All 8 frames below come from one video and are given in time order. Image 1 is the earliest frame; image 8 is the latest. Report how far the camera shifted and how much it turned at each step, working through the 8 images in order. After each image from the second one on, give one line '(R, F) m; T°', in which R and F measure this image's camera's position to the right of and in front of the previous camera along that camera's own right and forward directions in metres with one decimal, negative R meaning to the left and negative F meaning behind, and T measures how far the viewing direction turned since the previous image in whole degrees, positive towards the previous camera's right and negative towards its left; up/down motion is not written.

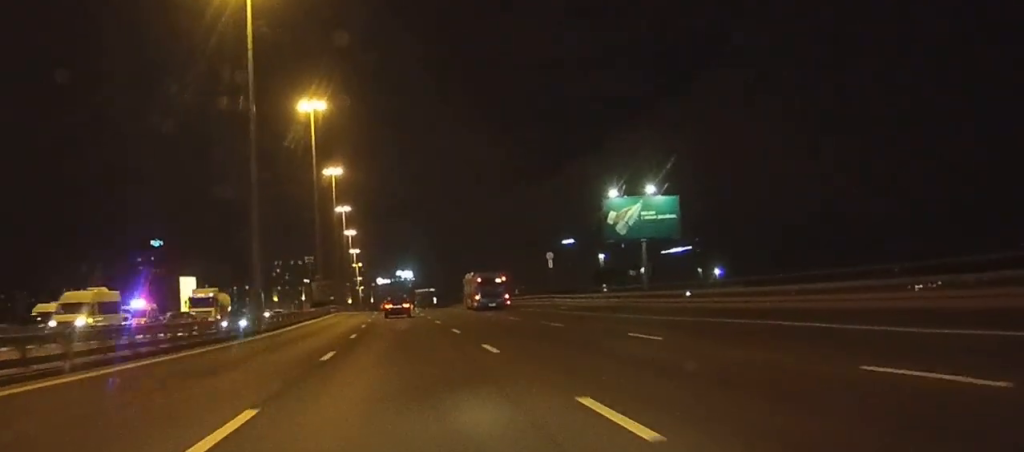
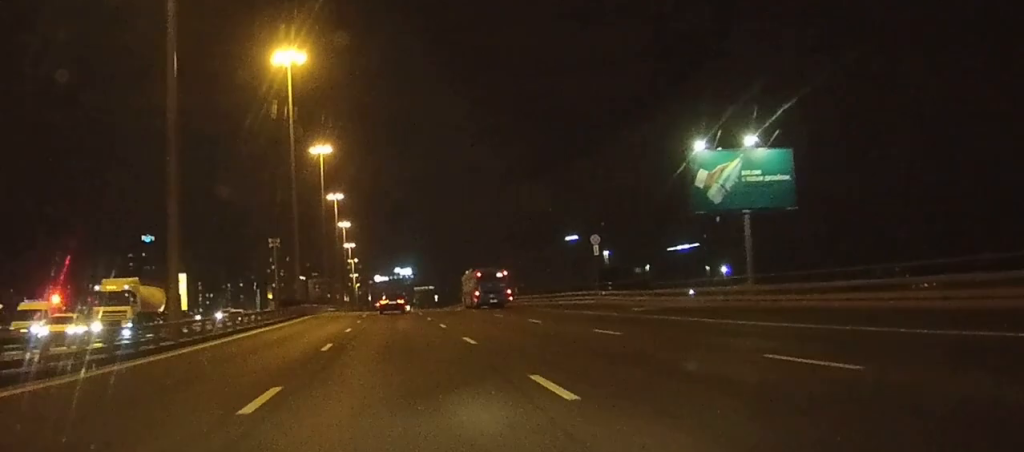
(0.0, +20.9) m; 0°
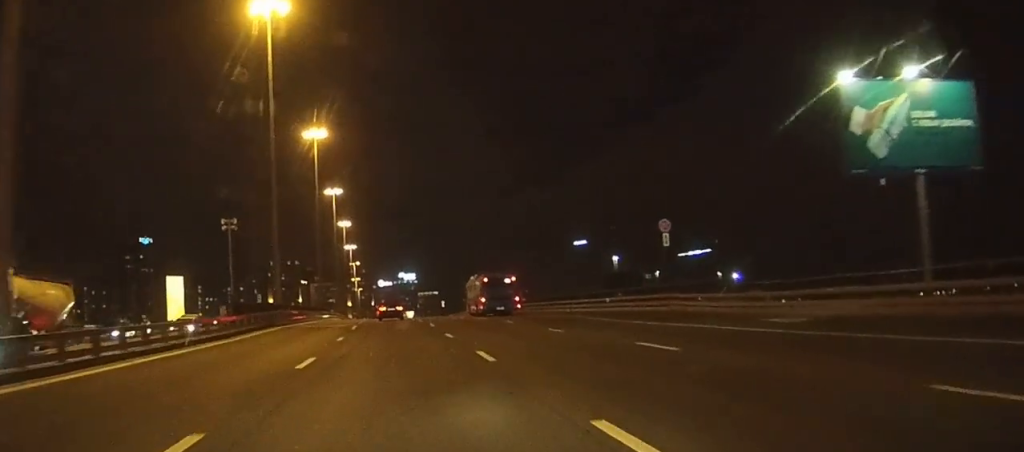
(0.0, +16.5) m; 0°
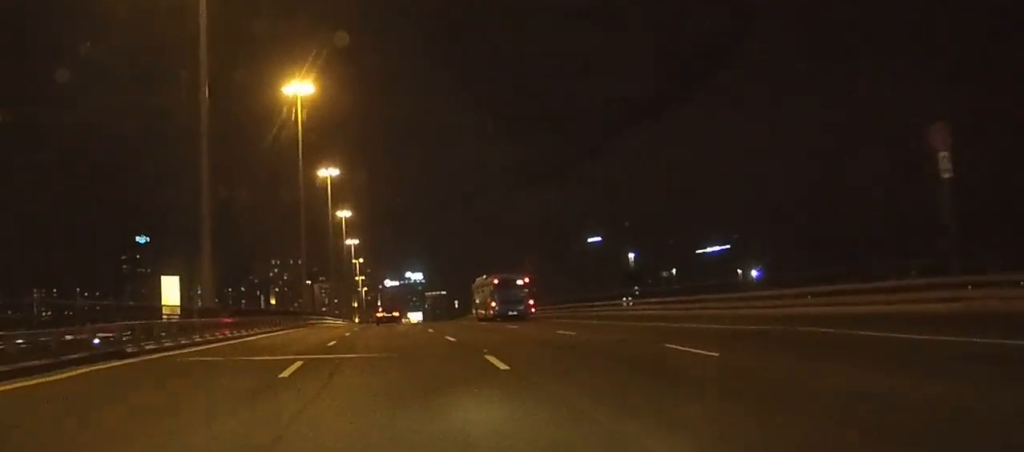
(0.0, +26.0) m; 0°
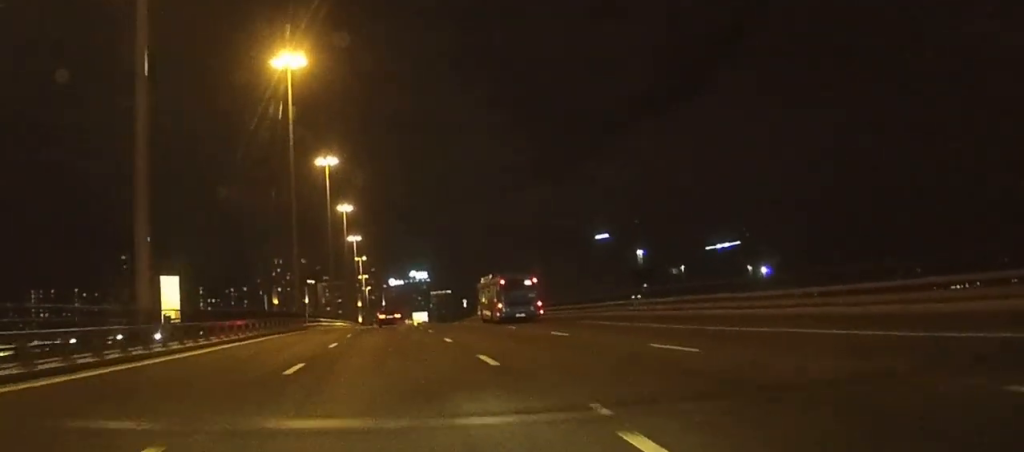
(0.0, +10.9) m; 0°
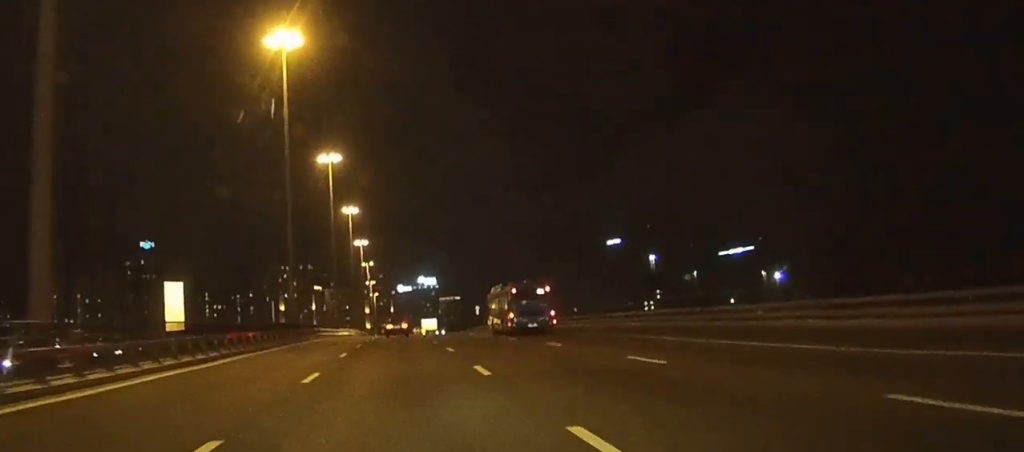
(0.0, +9.5) m; -1°
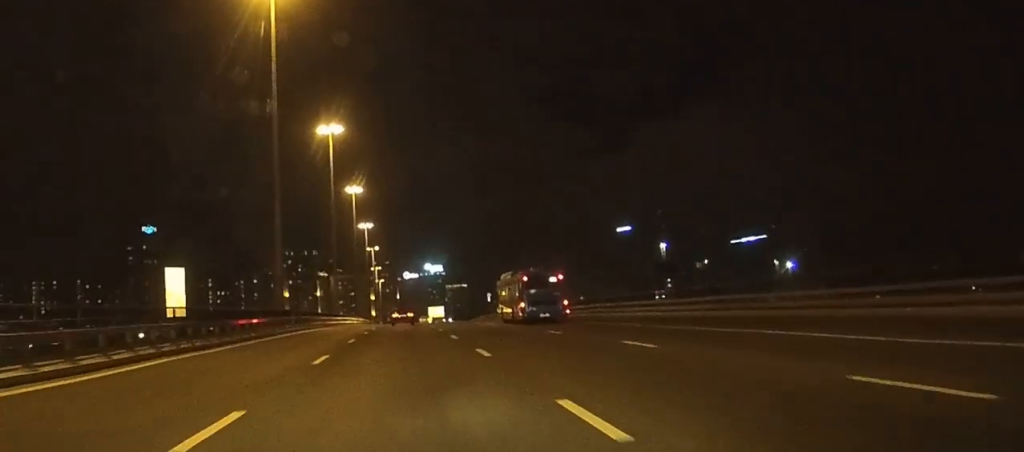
(-0.1, +10.9) m; 0°
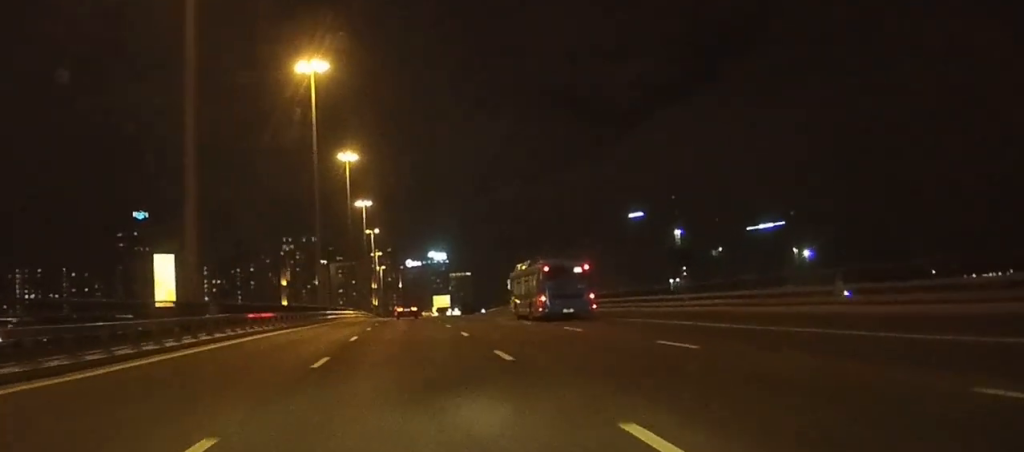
(-0.2, +26.5) m; 0°
